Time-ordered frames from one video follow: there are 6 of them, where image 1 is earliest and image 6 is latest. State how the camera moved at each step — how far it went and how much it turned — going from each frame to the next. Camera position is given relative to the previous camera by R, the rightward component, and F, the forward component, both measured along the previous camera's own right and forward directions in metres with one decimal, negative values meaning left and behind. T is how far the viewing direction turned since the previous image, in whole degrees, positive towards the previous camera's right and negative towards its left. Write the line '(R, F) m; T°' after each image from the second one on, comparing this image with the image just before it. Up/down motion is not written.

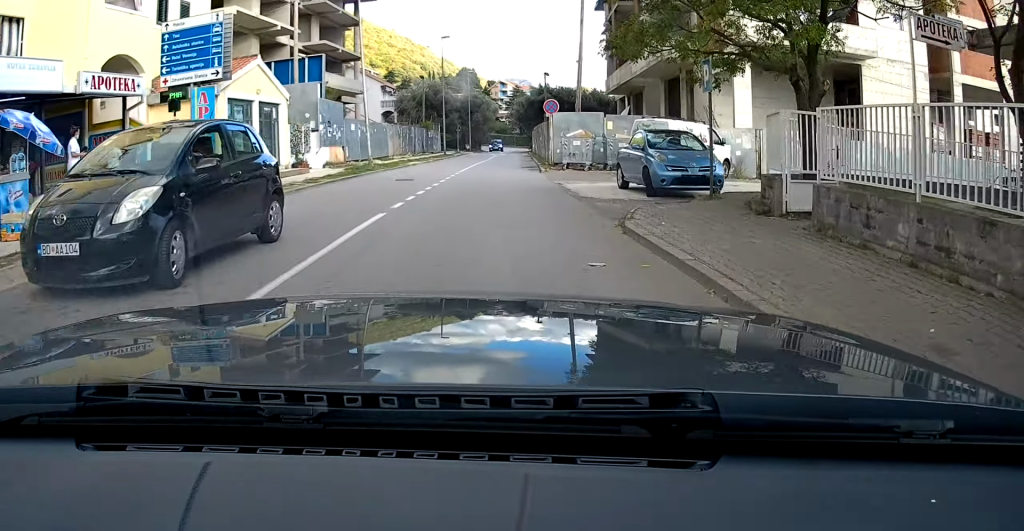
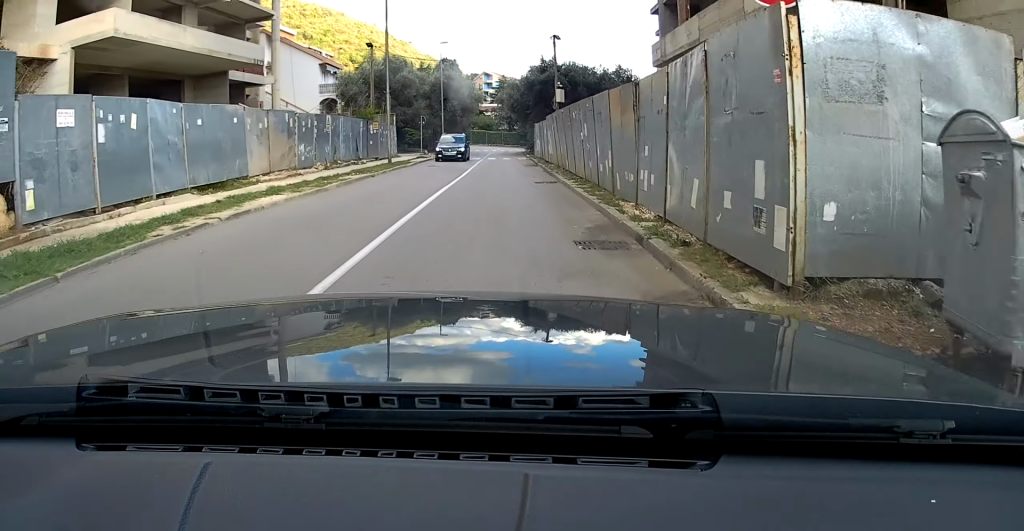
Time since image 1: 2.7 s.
(+0.5, +22.9) m; +1°
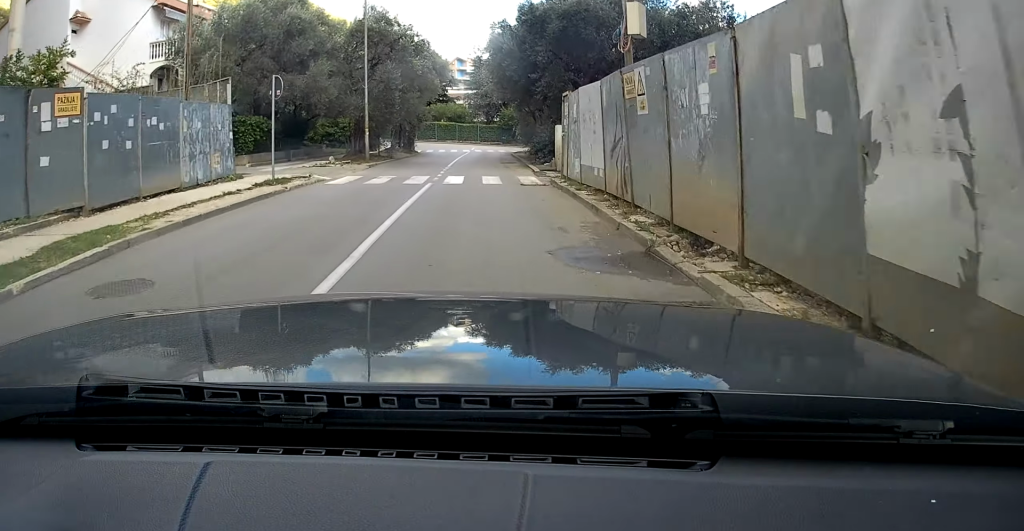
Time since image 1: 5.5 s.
(+0.2, +24.8) m; +1°
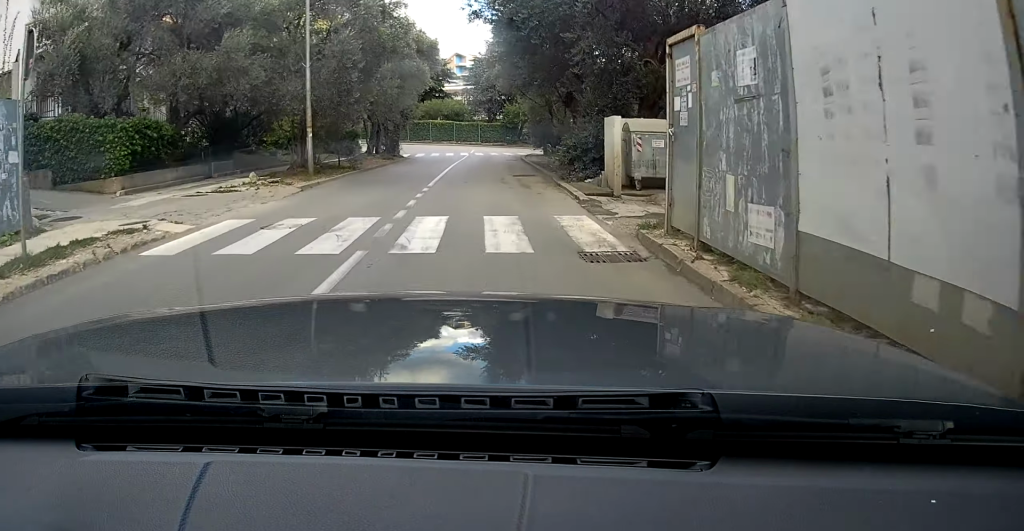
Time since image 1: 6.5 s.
(0.0, +8.8) m; +1°
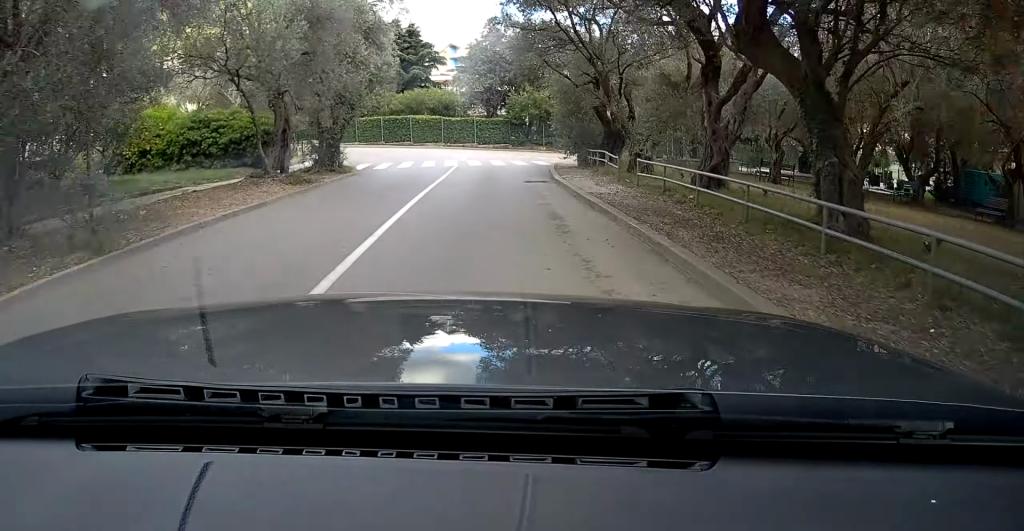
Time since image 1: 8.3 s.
(+0.1, +14.4) m; +4°
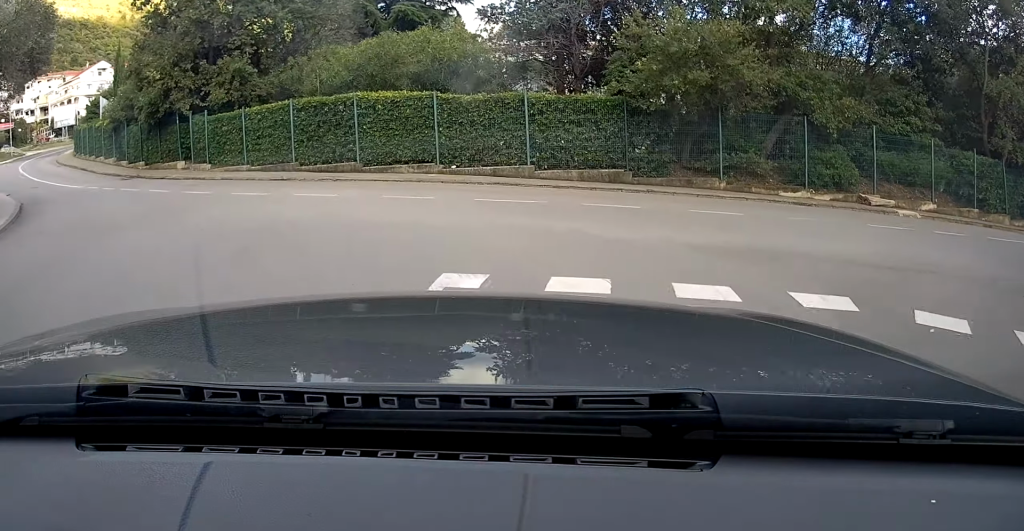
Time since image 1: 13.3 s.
(-3.2, +32.2) m; -34°
